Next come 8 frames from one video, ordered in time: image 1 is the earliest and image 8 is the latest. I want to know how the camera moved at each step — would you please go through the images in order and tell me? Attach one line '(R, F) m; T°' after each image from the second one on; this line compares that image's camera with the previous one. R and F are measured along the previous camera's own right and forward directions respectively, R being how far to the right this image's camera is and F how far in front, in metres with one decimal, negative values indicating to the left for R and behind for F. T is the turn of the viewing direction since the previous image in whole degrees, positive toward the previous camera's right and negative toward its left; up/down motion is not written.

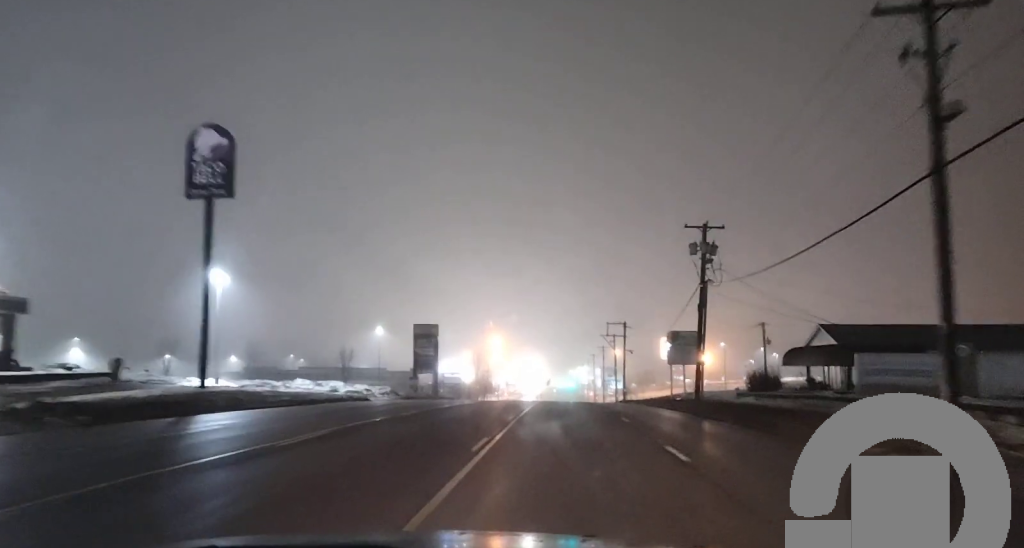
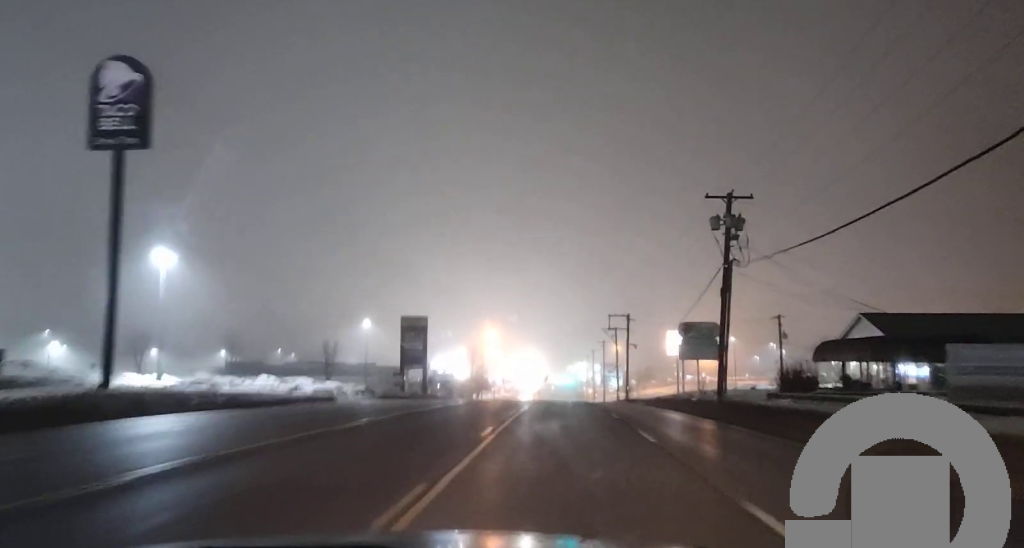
(-0.1, +9.2) m; 0°
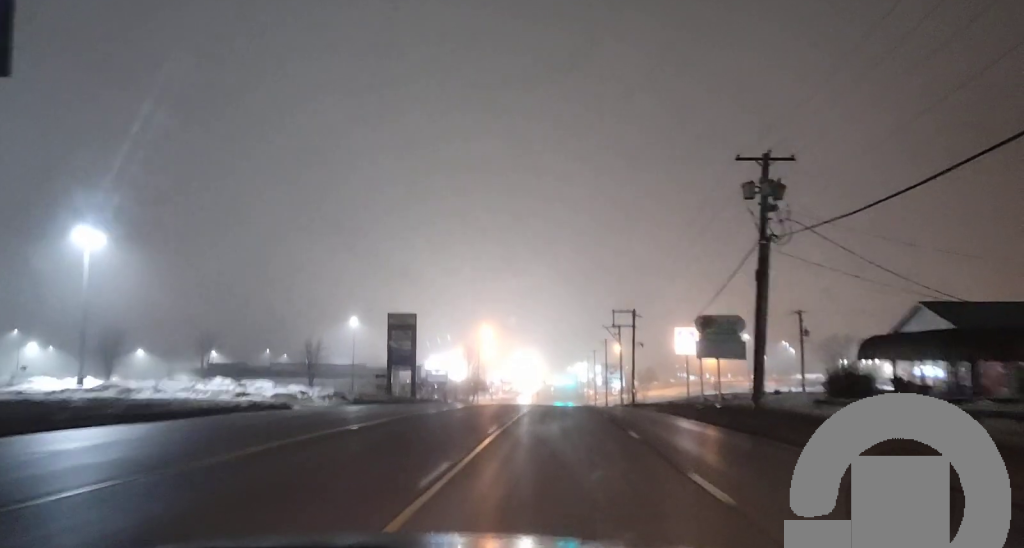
(0.0, +8.6) m; 0°
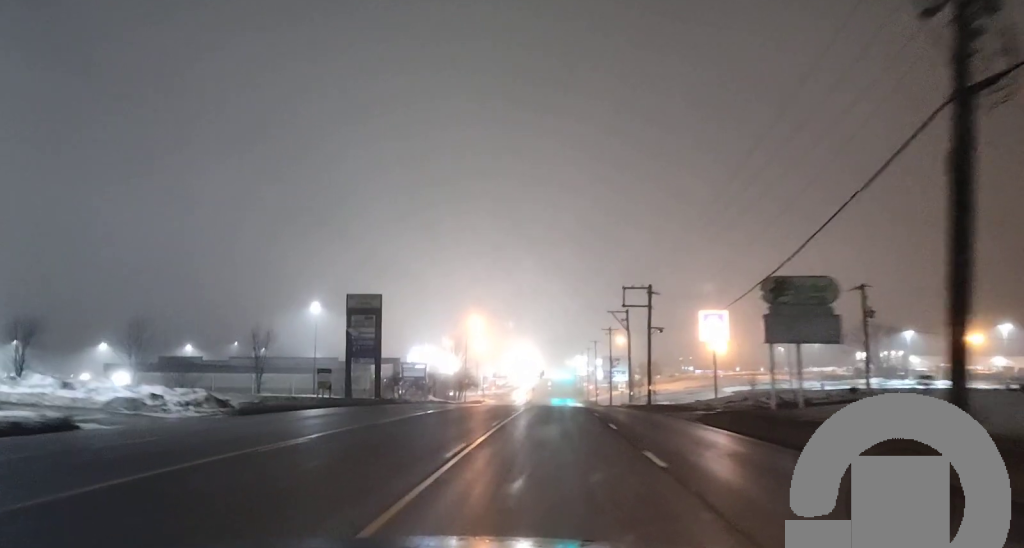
(0.0, +19.5) m; 0°
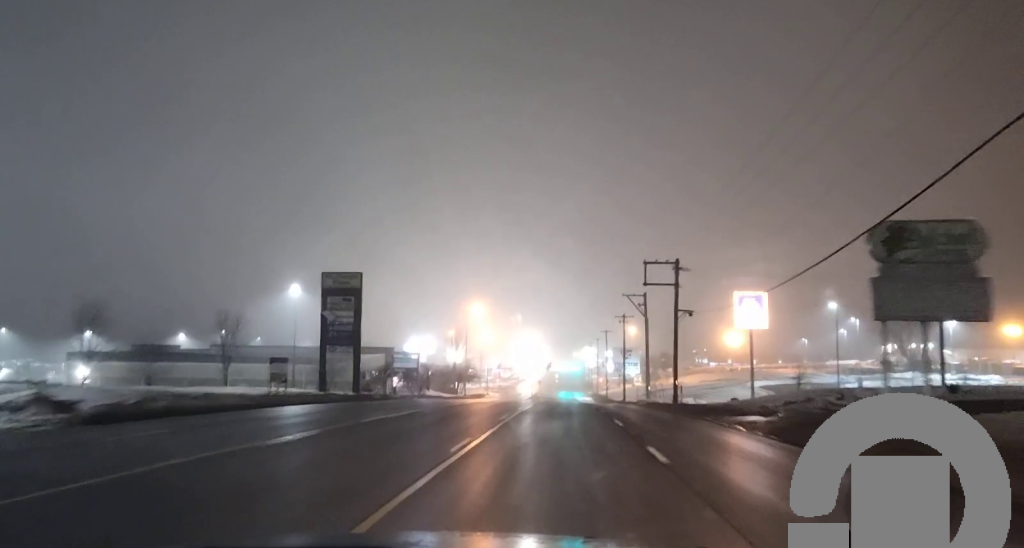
(0.0, +12.0) m; 0°
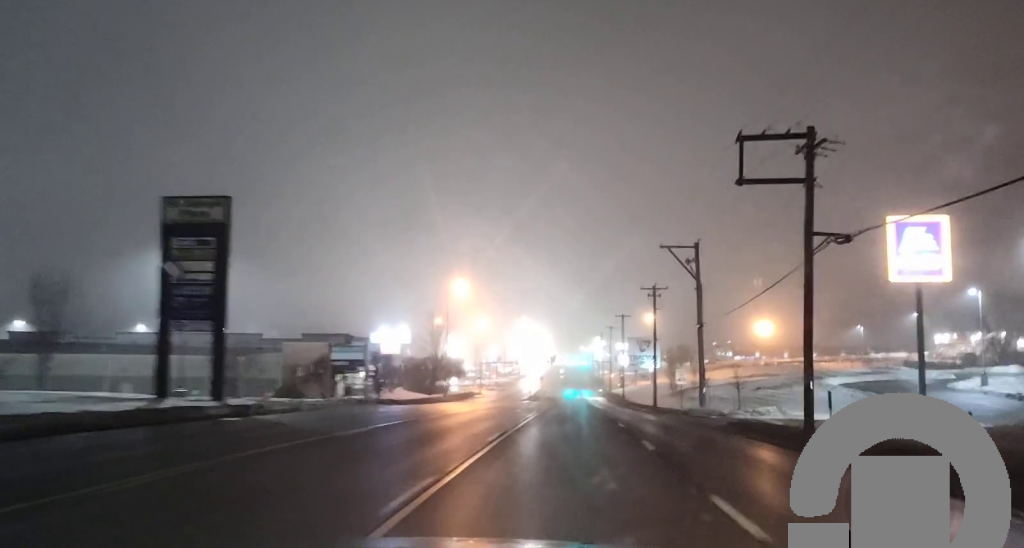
(0.0, +30.7) m; 0°
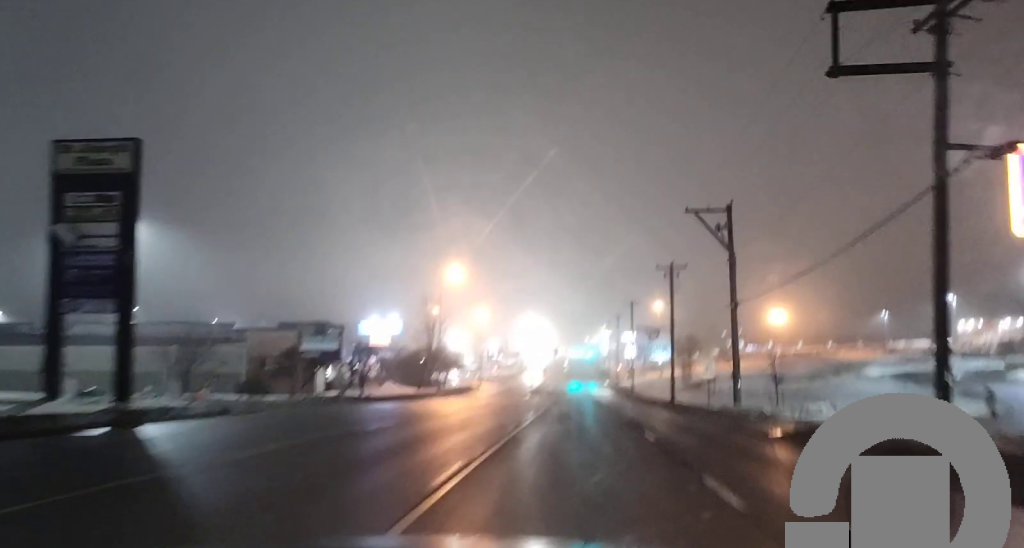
(0.0, +9.6) m; 0°
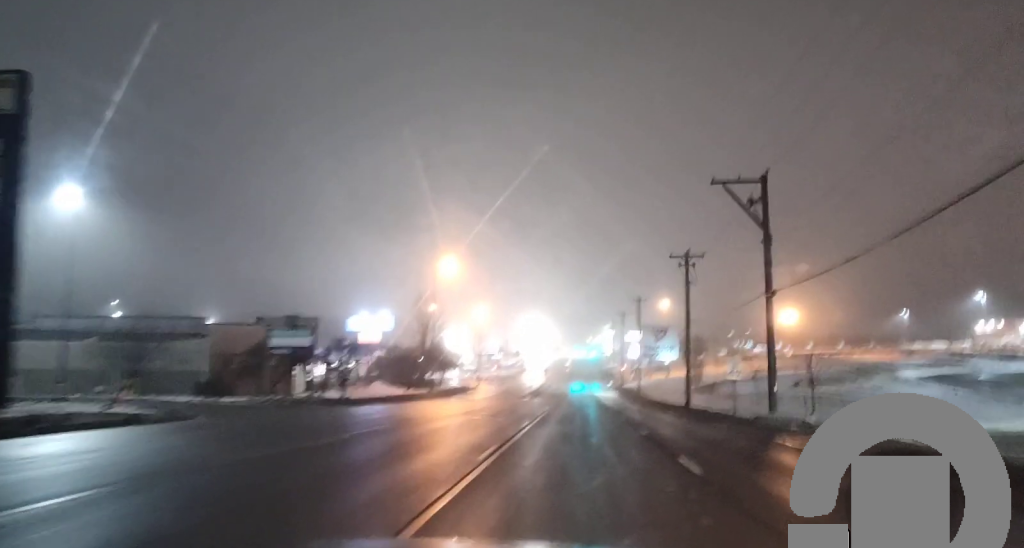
(0.0, +7.8) m; 0°
